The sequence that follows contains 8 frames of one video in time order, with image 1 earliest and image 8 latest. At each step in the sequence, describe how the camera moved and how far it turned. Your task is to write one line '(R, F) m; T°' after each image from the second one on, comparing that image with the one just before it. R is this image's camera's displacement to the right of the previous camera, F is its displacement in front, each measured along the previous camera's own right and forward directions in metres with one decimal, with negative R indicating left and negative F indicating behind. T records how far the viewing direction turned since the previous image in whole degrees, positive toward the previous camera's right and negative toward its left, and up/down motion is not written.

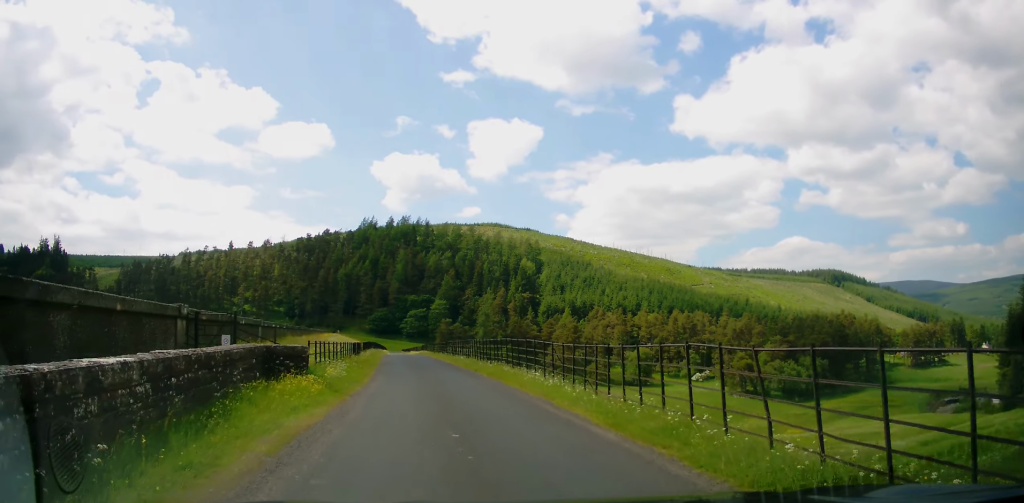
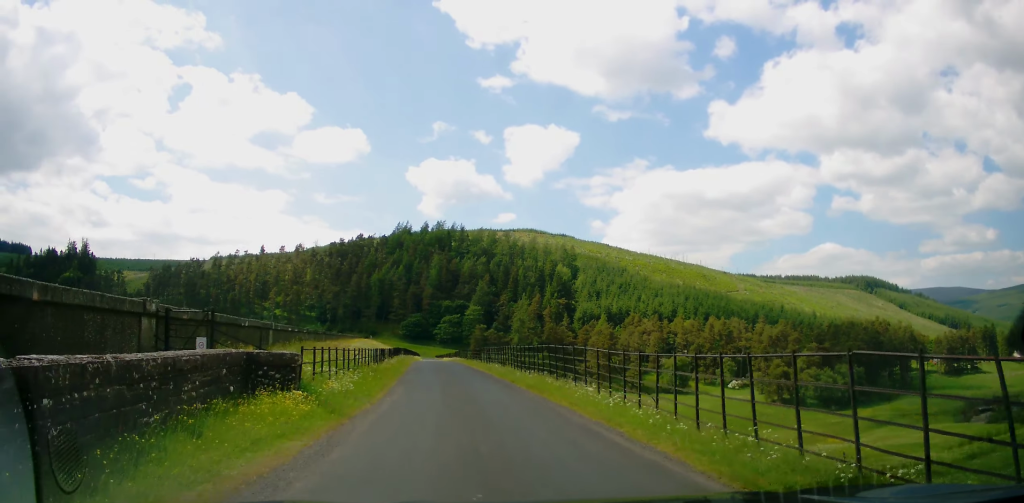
(-0.3, +2.7) m; -5°
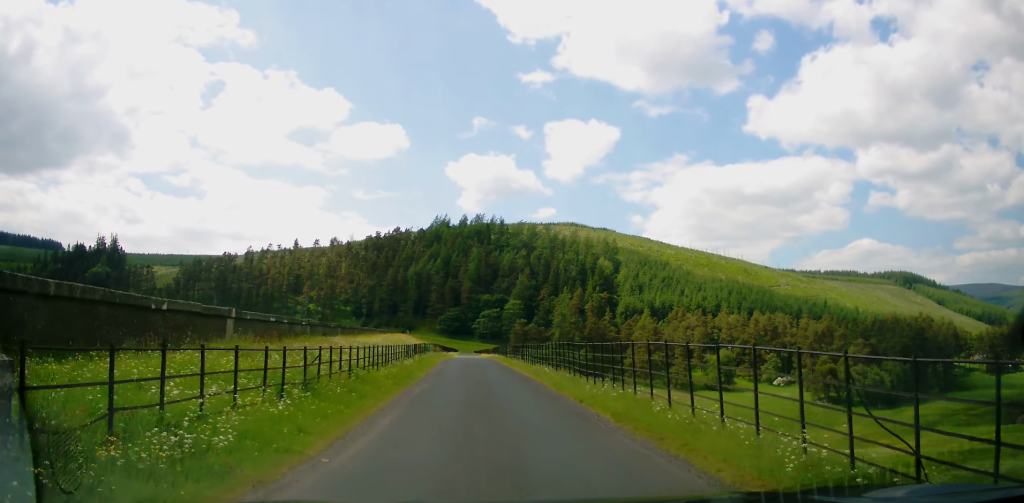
(-0.7, +6.9) m; -4°
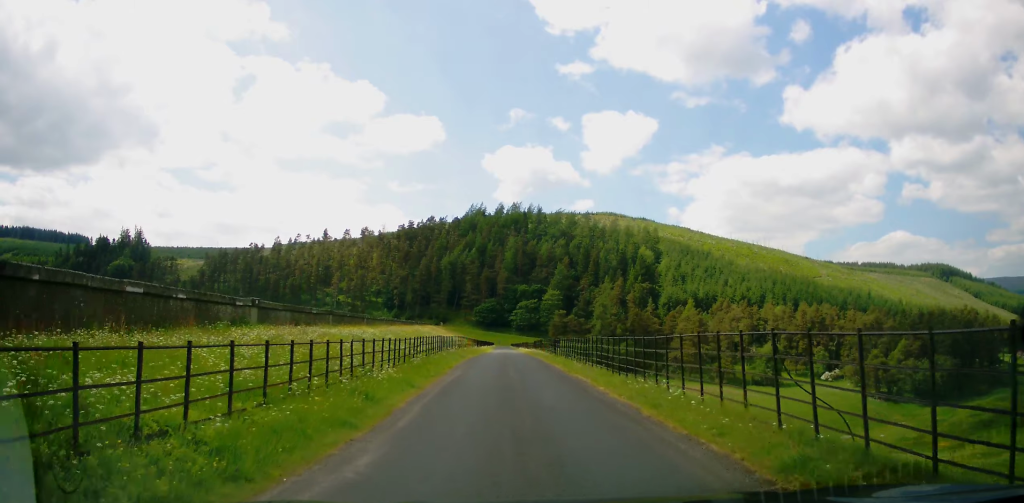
(+0.7, +11.3) m; 0°
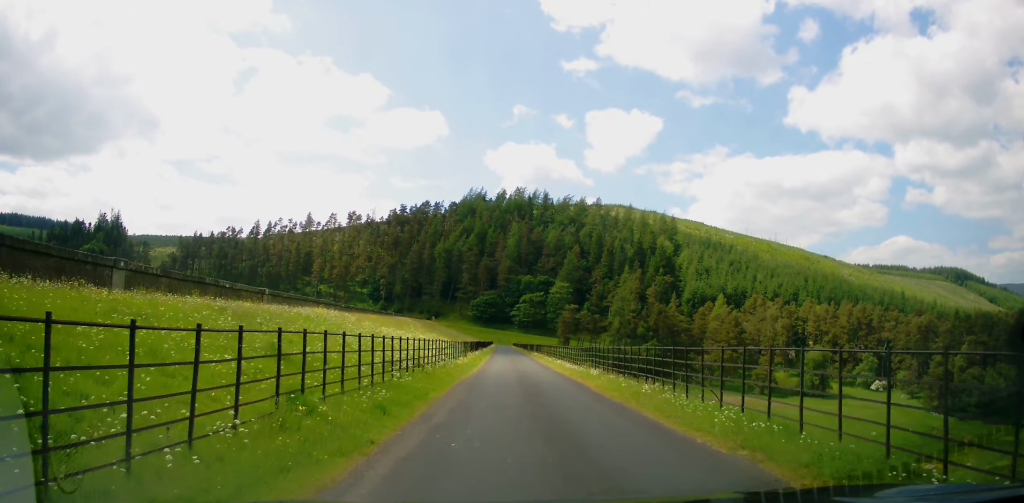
(-1.8, +33.3) m; -2°
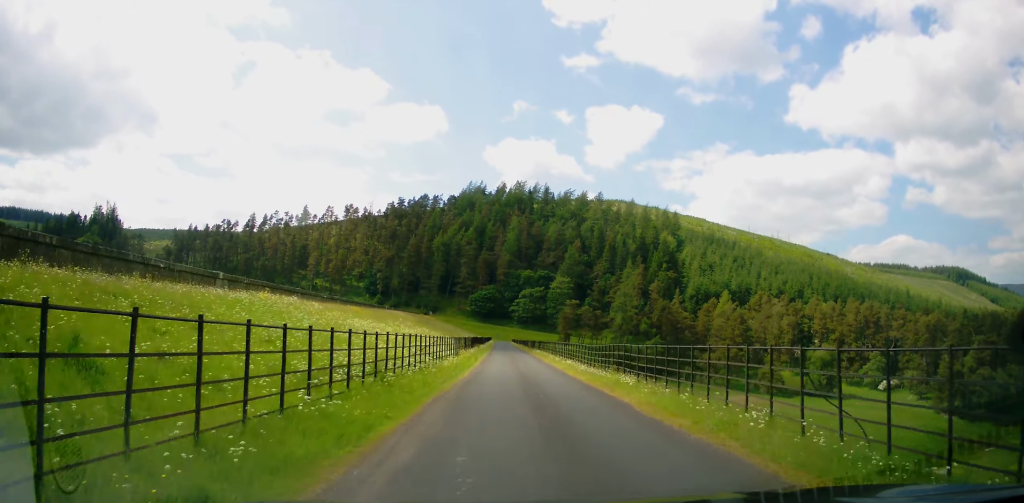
(-0.2, +5.2) m; -1°
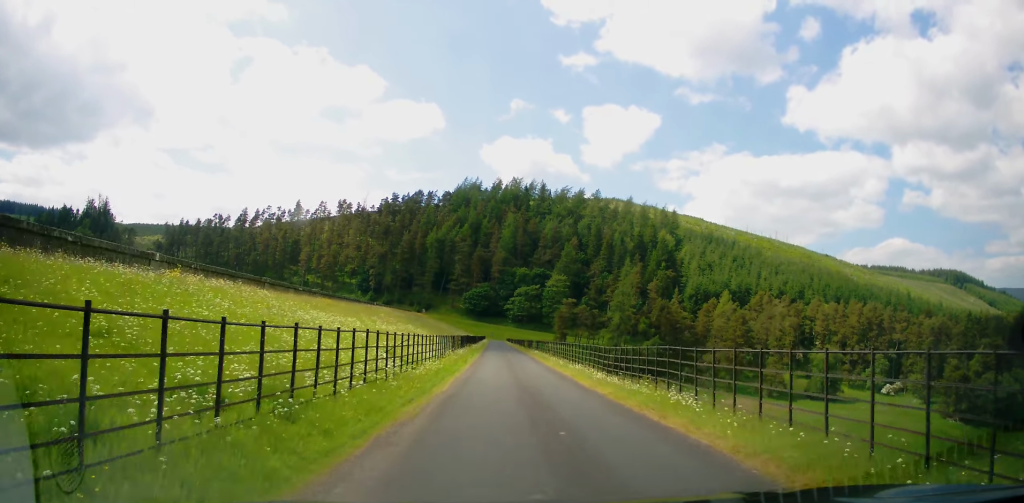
(-0.1, +4.8) m; -1°
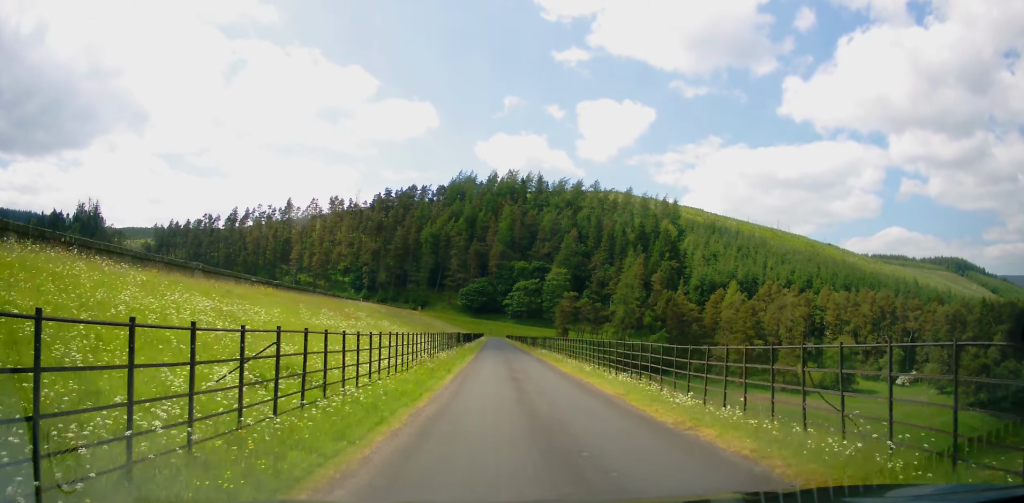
(-0.1, +8.2) m; +1°
